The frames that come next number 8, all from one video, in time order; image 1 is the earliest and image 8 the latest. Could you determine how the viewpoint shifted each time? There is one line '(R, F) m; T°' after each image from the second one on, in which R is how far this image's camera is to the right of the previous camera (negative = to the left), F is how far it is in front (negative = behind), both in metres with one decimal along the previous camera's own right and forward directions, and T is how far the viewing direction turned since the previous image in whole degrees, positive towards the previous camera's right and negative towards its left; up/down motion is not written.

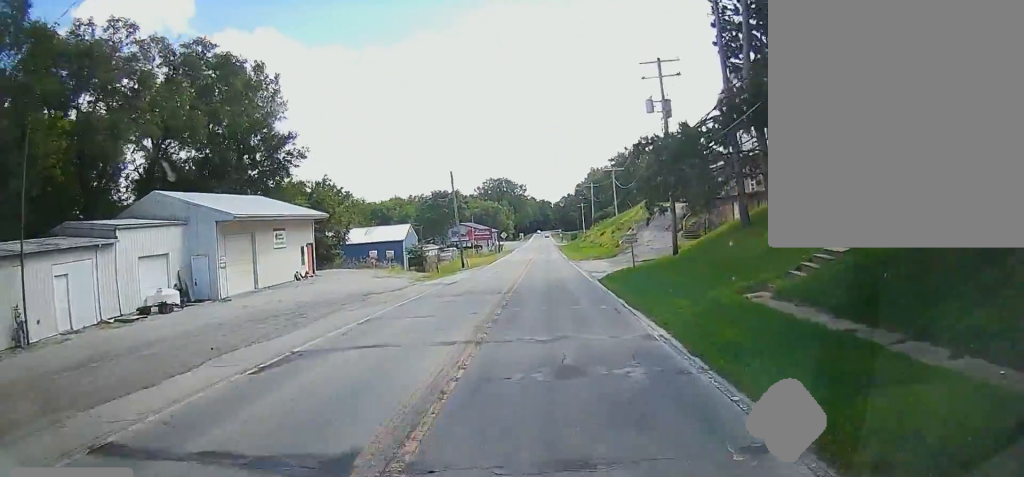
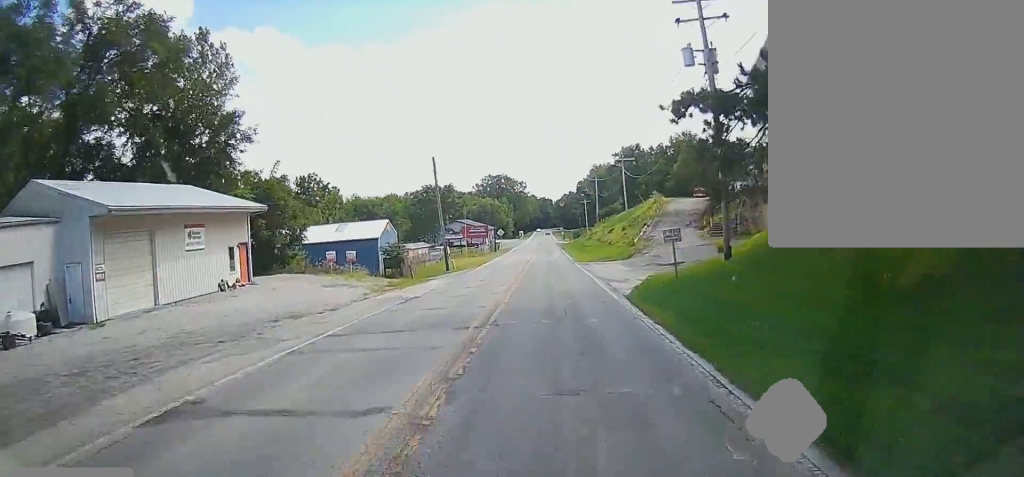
(+0.1, +12.3) m; 0°
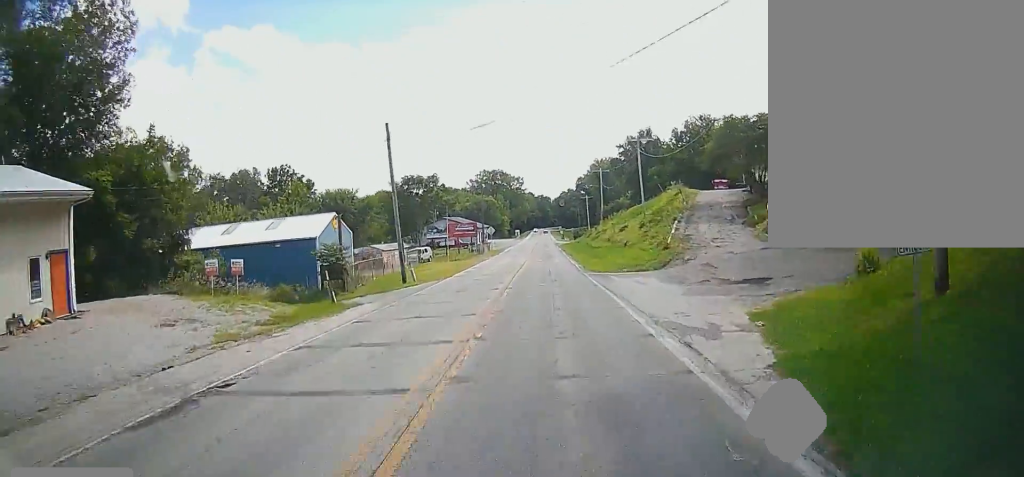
(-0.2, +18.0) m; -1°
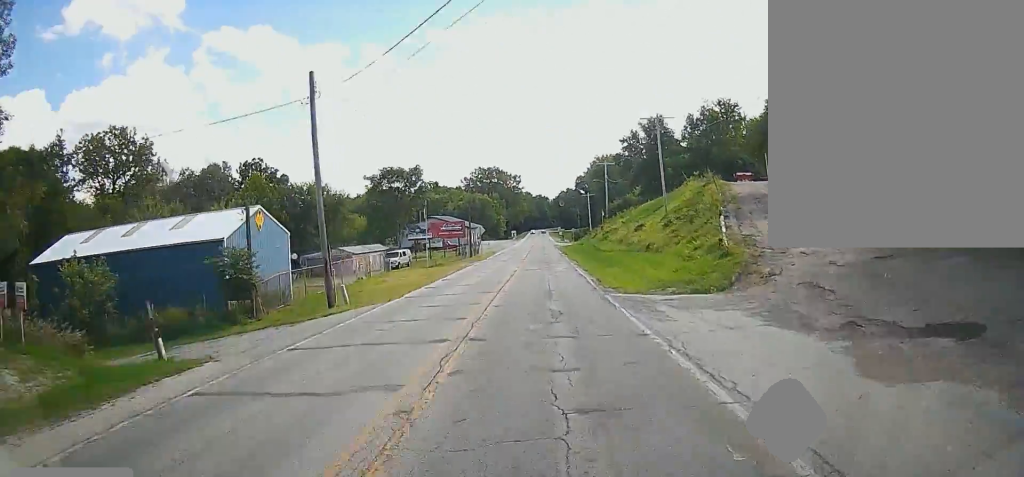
(0.0, +11.9) m; 0°
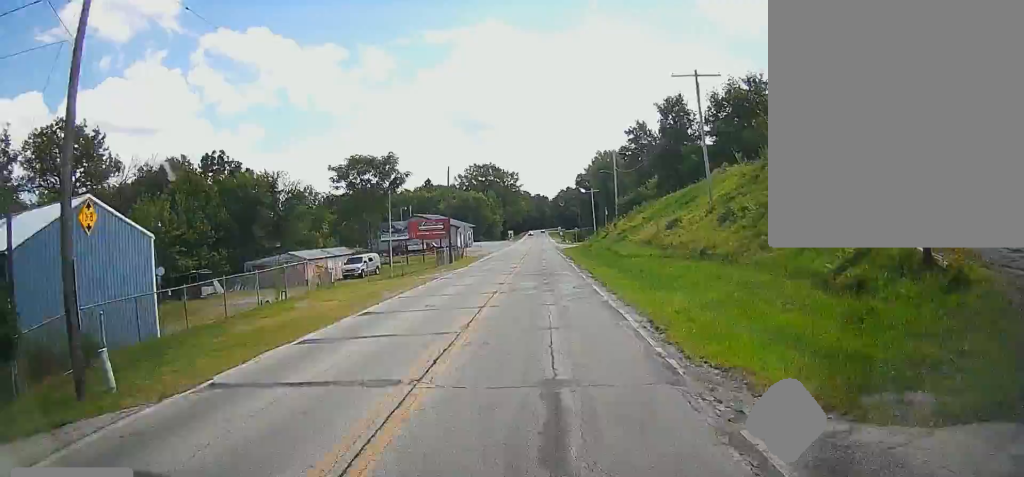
(0.0, +13.4) m; -1°
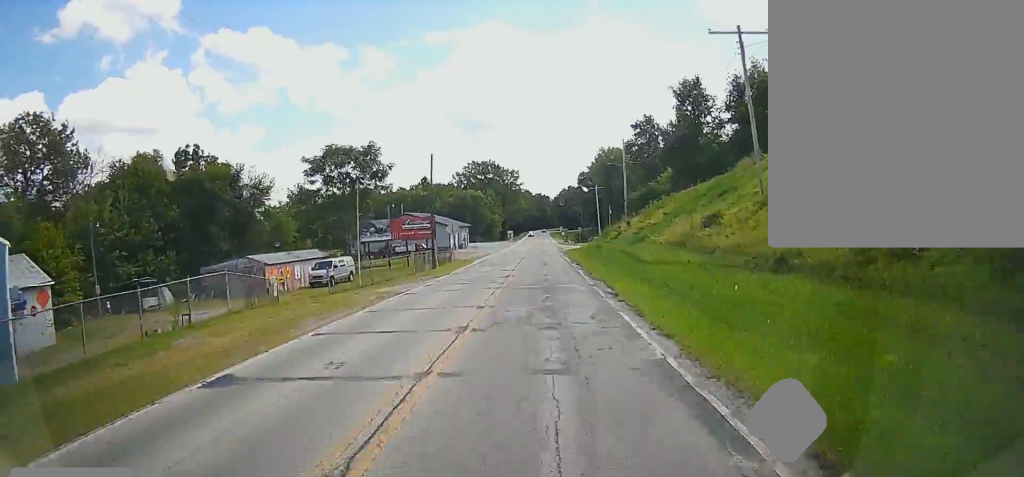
(-0.1, +7.0) m; -1°
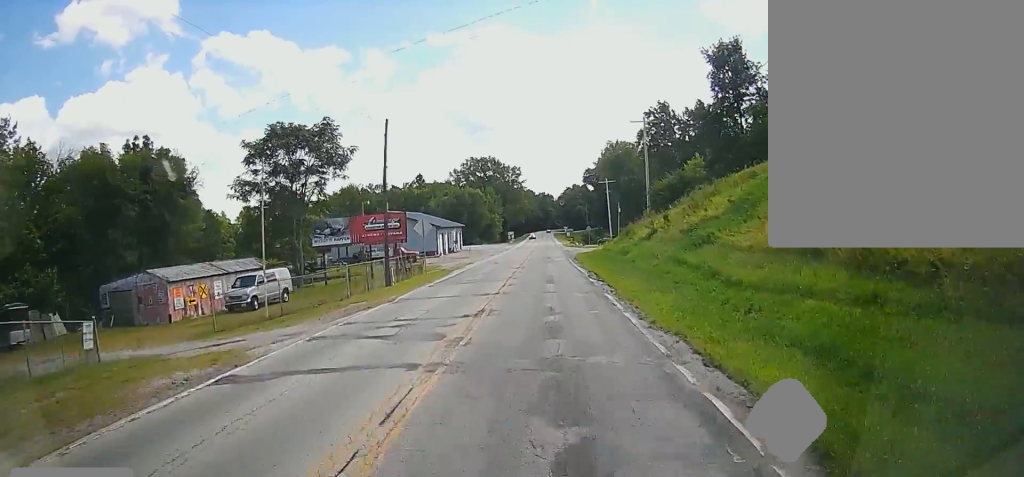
(-0.1, +11.4) m; 0°
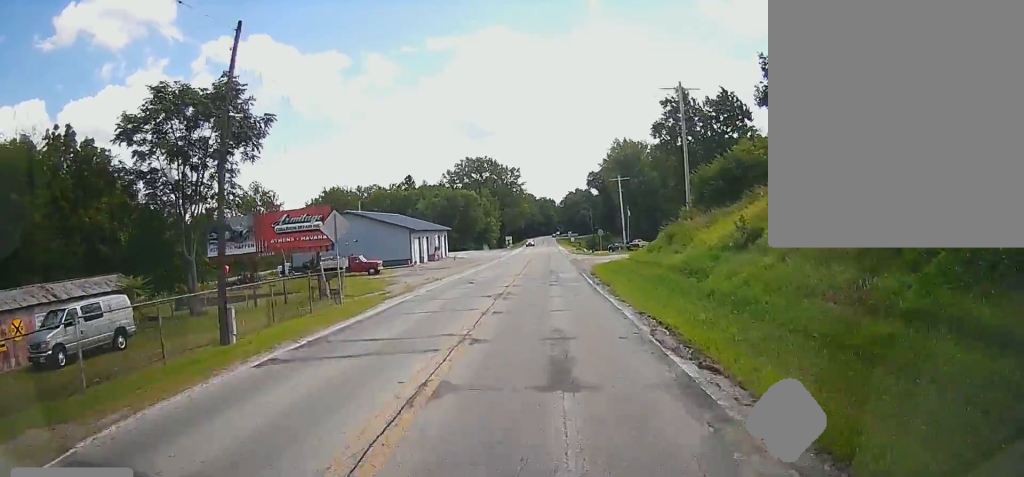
(+0.2, +14.2) m; +2°
